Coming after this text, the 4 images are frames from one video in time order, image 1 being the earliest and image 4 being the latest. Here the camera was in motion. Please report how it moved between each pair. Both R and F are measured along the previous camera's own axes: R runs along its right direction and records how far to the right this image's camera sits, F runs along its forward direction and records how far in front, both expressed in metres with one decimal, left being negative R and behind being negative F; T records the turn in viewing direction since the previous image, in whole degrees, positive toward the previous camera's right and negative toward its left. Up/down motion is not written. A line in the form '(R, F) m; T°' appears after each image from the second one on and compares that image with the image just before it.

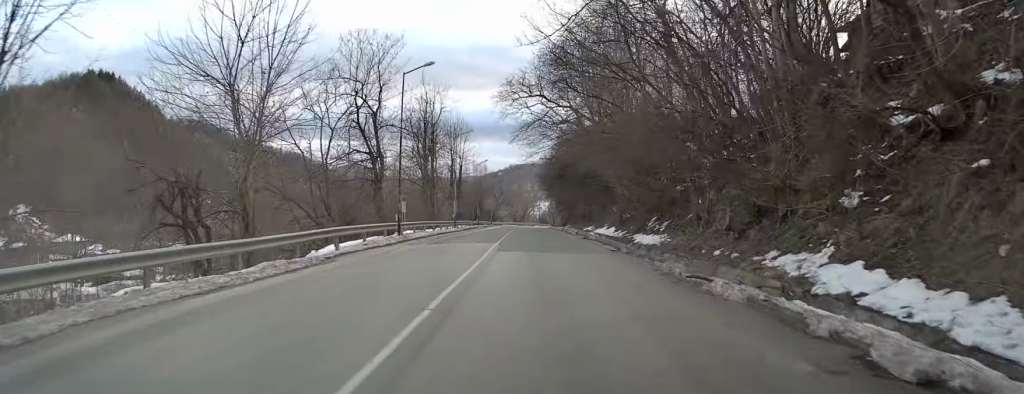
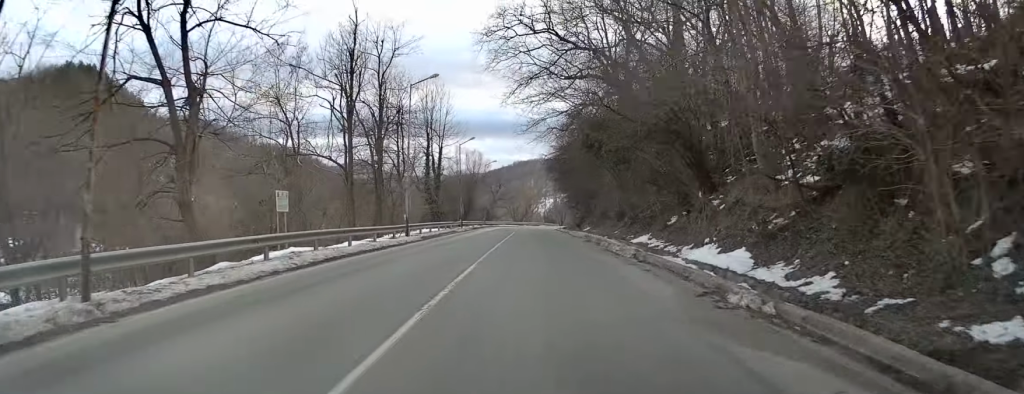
(-0.2, +22.0) m; 0°
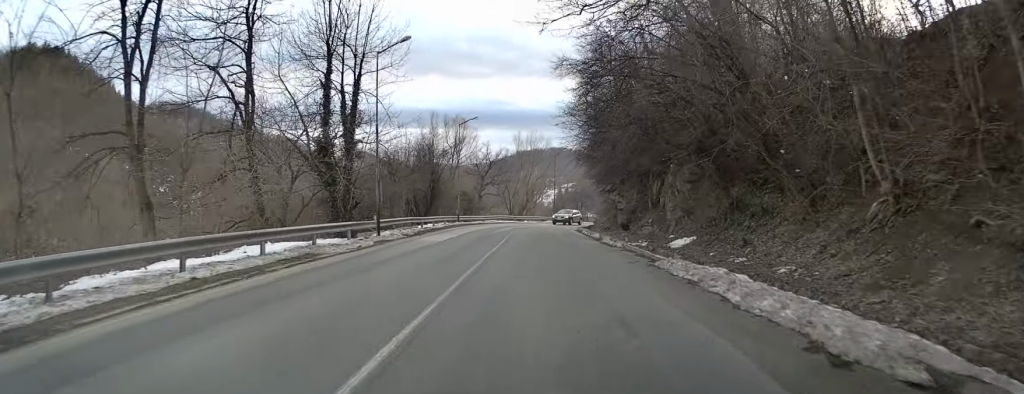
(0.0, +31.8) m; 0°
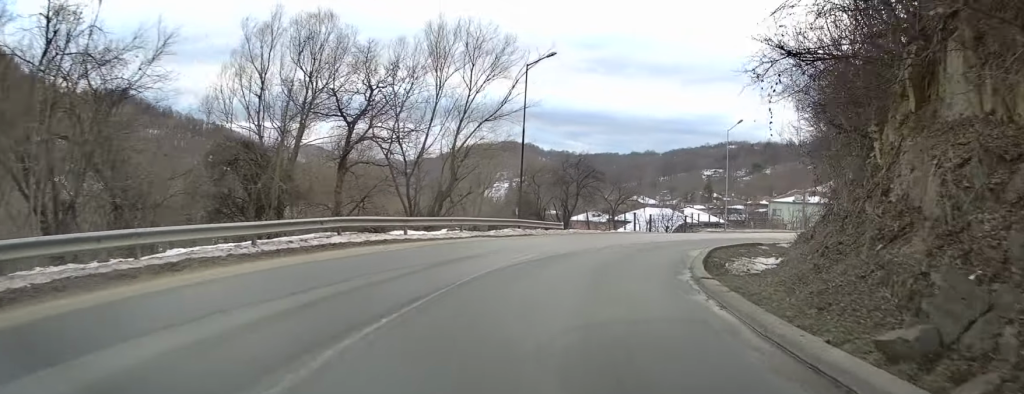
(+0.7, +43.9) m; +6°
